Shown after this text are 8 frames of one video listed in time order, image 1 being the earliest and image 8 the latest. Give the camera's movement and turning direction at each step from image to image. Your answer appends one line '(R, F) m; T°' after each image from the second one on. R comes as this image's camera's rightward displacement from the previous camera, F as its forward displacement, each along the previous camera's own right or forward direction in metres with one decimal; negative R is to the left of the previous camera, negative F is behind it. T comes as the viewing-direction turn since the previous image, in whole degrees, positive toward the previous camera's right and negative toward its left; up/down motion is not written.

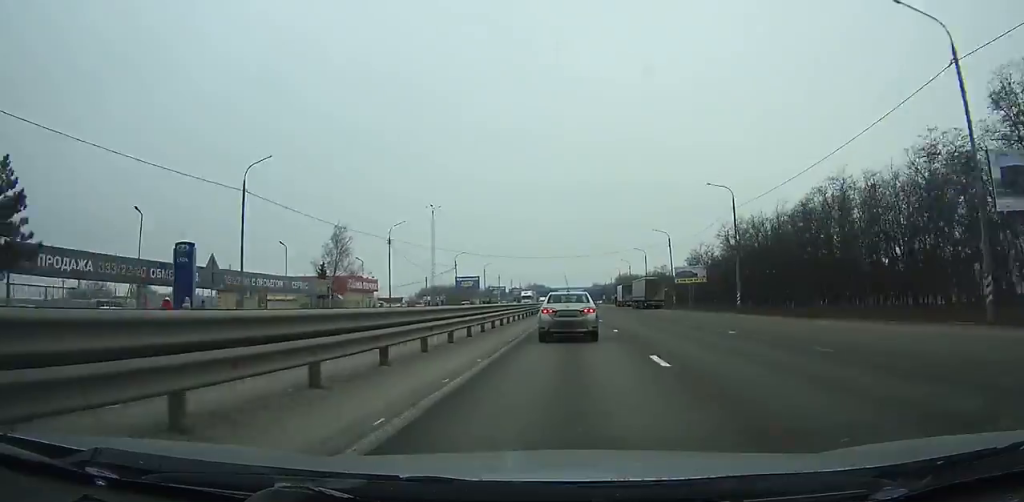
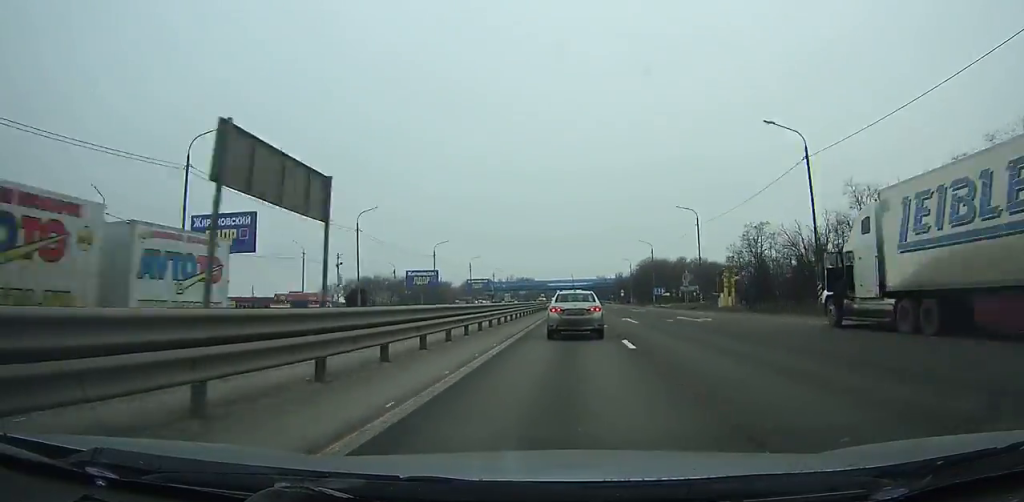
(+0.6, +102.8) m; 0°
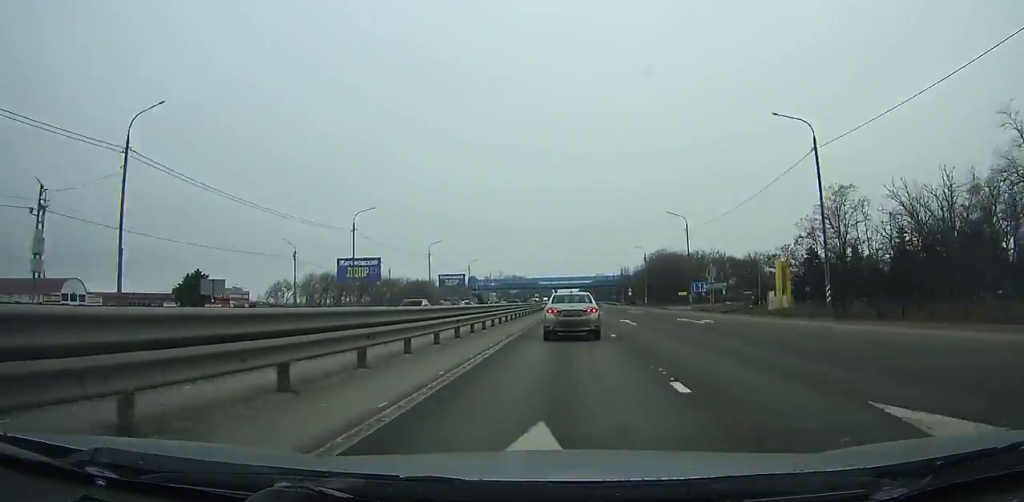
(0.0, +30.8) m; 0°
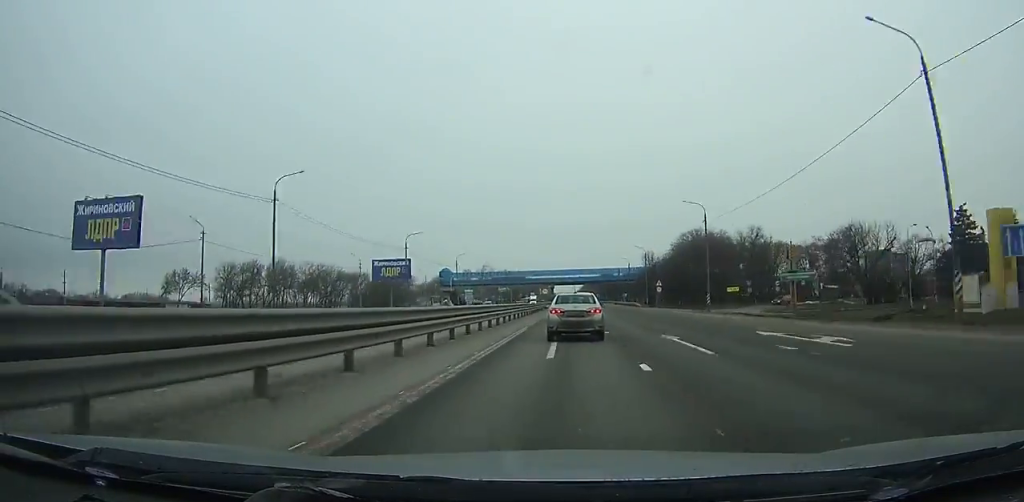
(0.0, +45.5) m; +1°
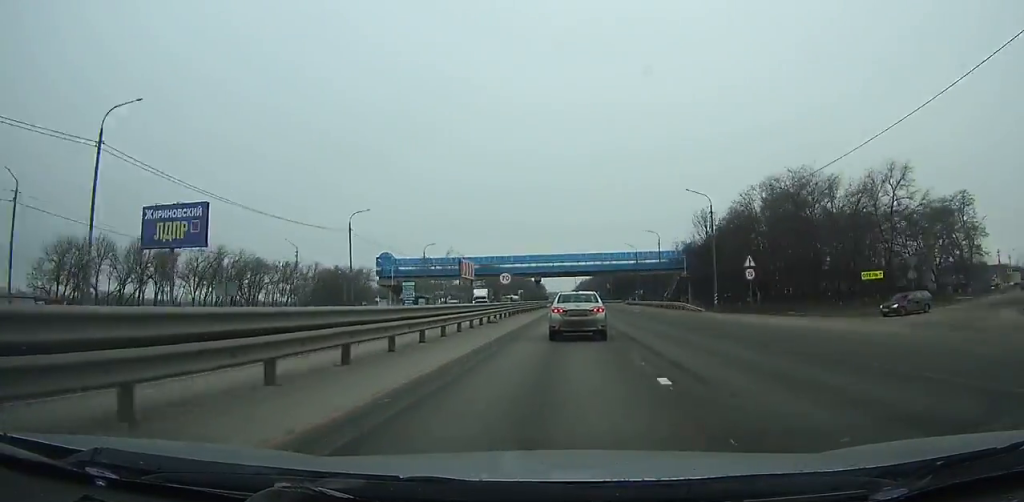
(+0.4, +50.0) m; +1°
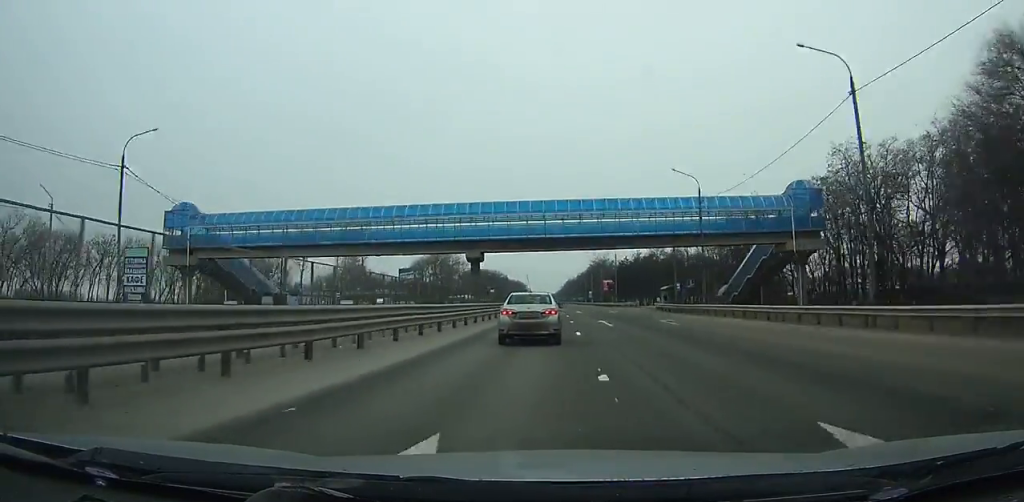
(+0.3, +58.5) m; 0°
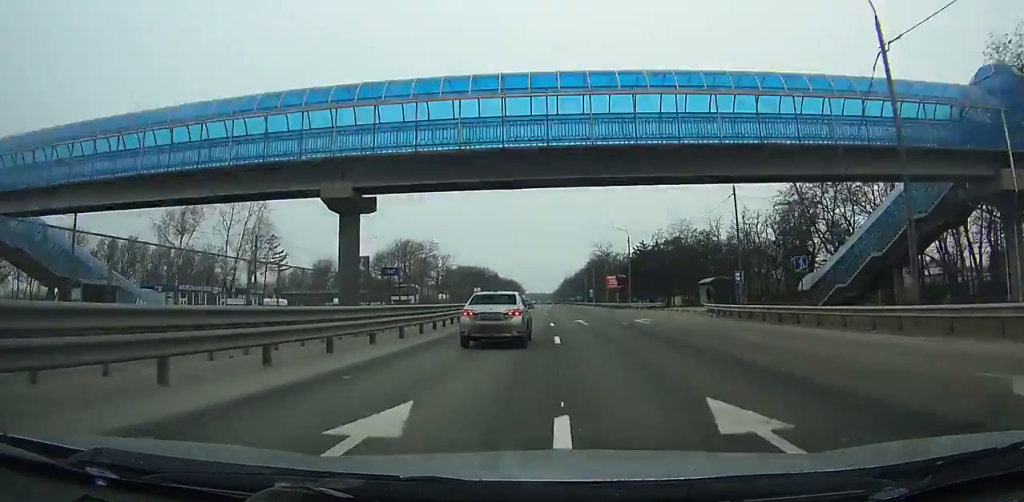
(+0.1, +27.2) m; 0°
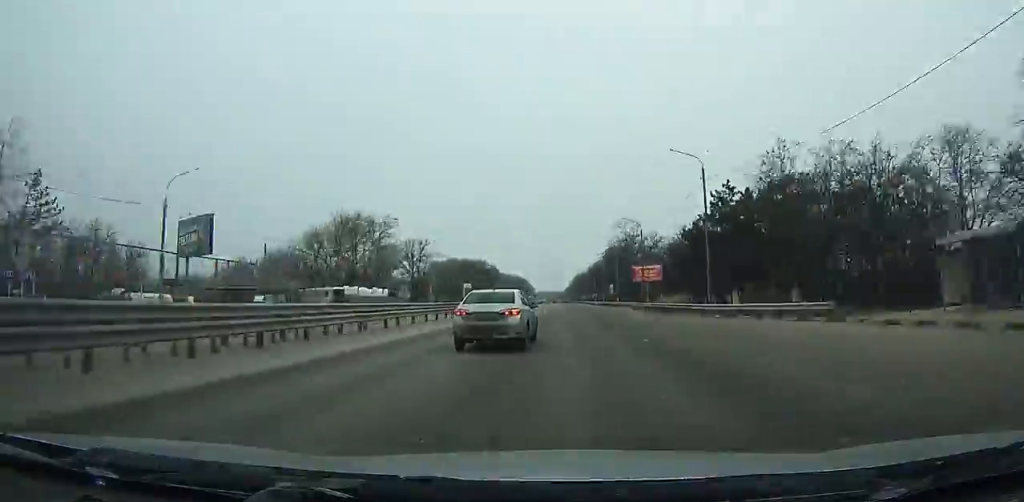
(-0.2, +37.1) m; 0°
